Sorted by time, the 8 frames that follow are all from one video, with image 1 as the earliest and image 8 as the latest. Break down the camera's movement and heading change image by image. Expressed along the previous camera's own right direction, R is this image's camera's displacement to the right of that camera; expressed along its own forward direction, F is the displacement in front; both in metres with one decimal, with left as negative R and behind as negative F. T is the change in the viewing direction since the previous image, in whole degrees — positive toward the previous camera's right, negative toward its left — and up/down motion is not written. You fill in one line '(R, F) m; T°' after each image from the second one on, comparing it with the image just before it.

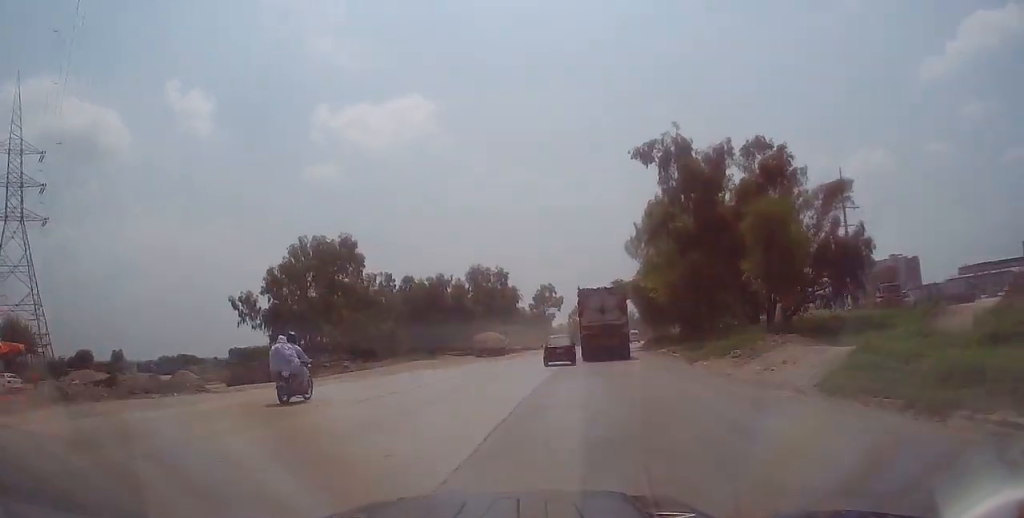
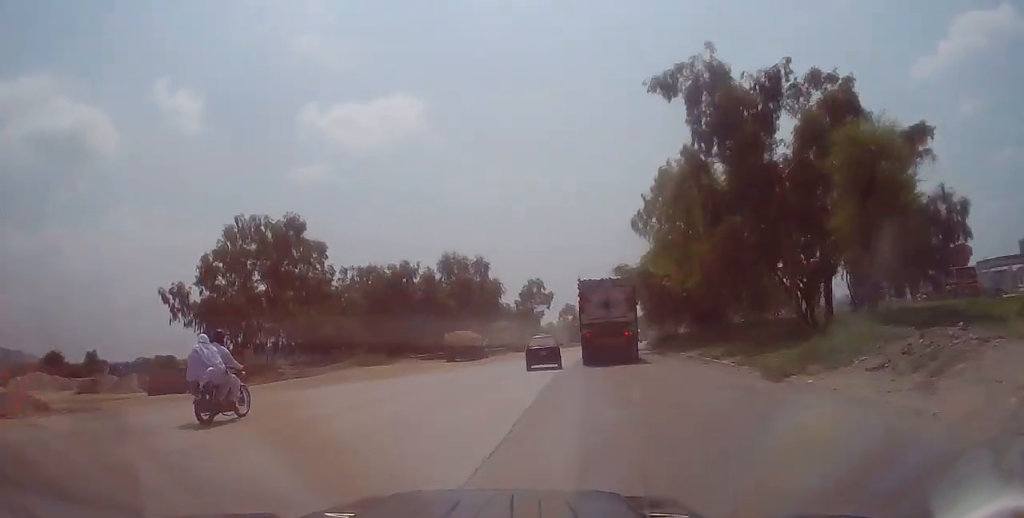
(-0.2, +9.7) m; 0°
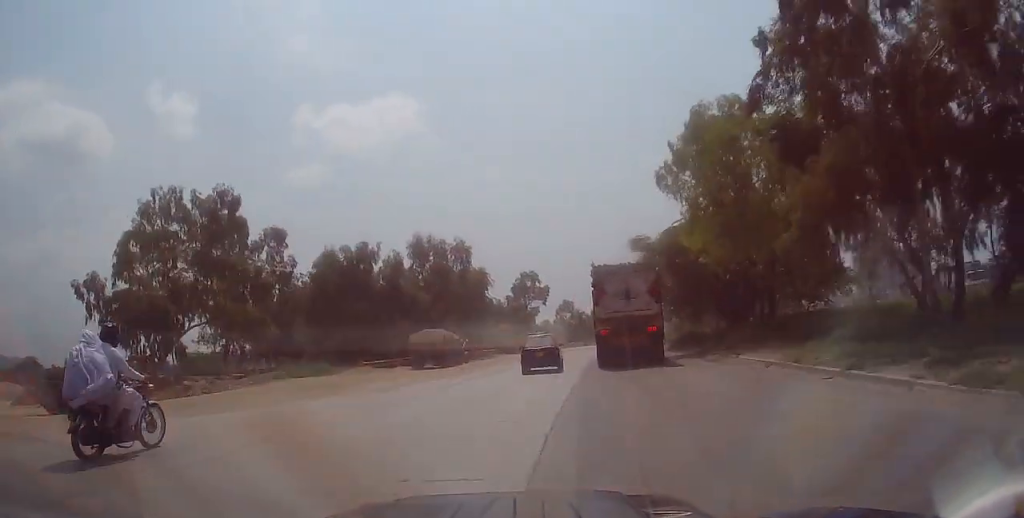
(-0.1, +10.1) m; 0°
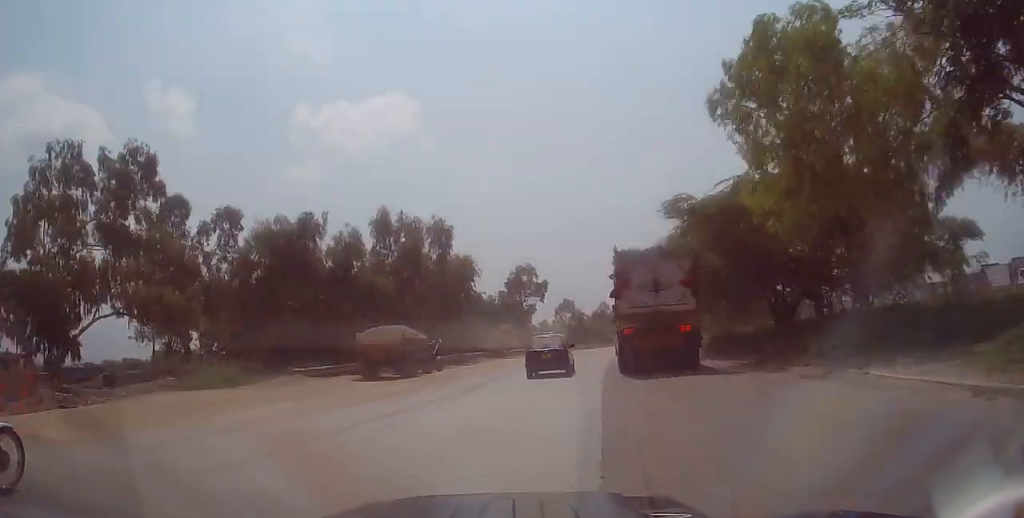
(0.0, +9.2) m; +2°
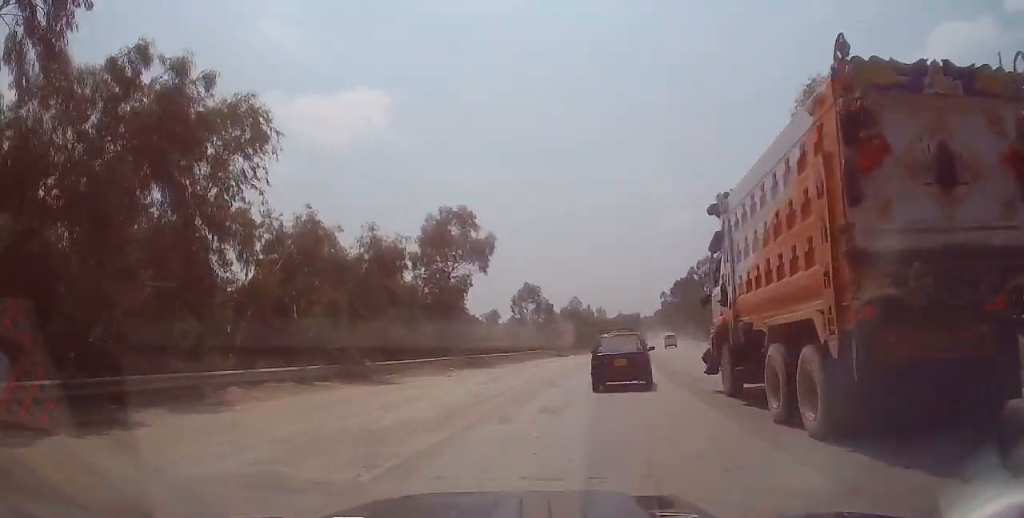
(+0.9, +31.2) m; +3°
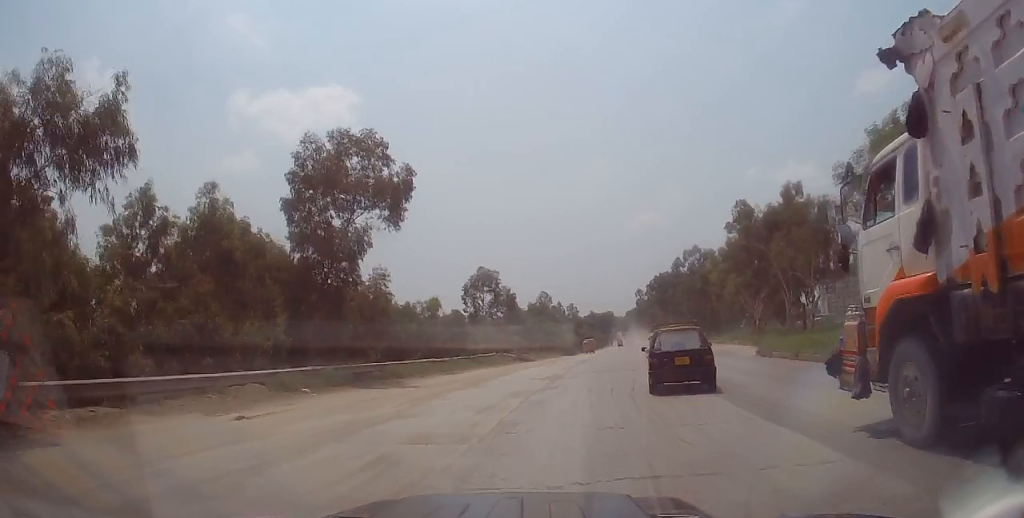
(+0.4, +15.0) m; +3°
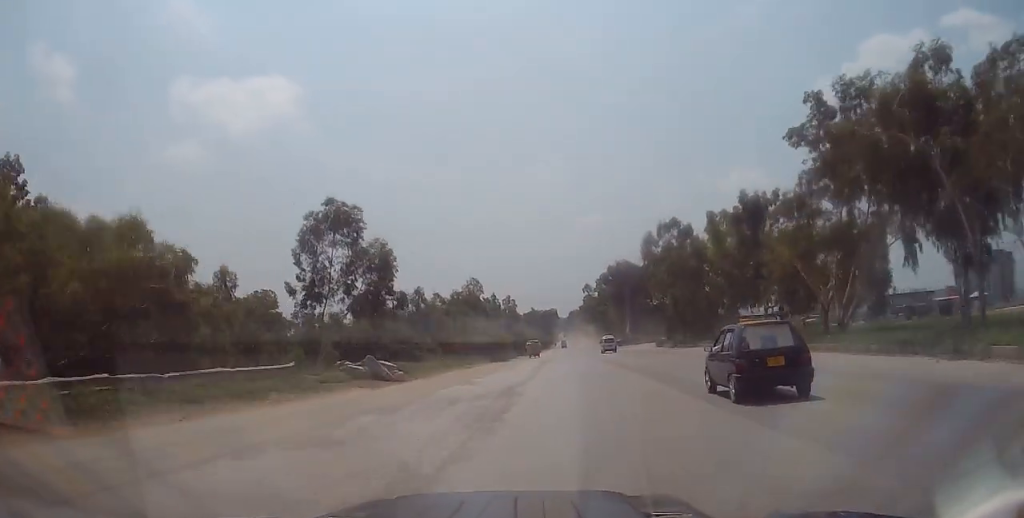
(+1.3, +26.6) m; +5°
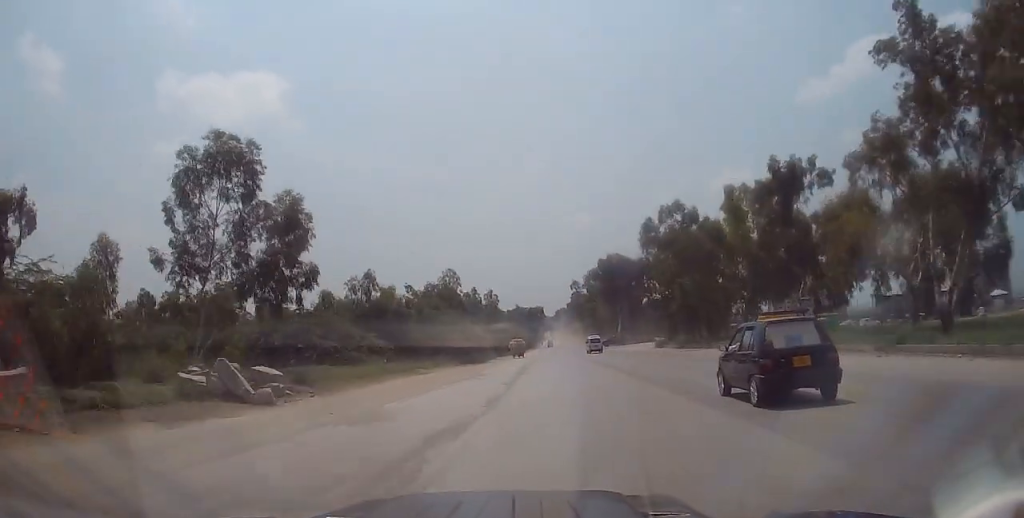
(+0.1, +10.0) m; +1°
